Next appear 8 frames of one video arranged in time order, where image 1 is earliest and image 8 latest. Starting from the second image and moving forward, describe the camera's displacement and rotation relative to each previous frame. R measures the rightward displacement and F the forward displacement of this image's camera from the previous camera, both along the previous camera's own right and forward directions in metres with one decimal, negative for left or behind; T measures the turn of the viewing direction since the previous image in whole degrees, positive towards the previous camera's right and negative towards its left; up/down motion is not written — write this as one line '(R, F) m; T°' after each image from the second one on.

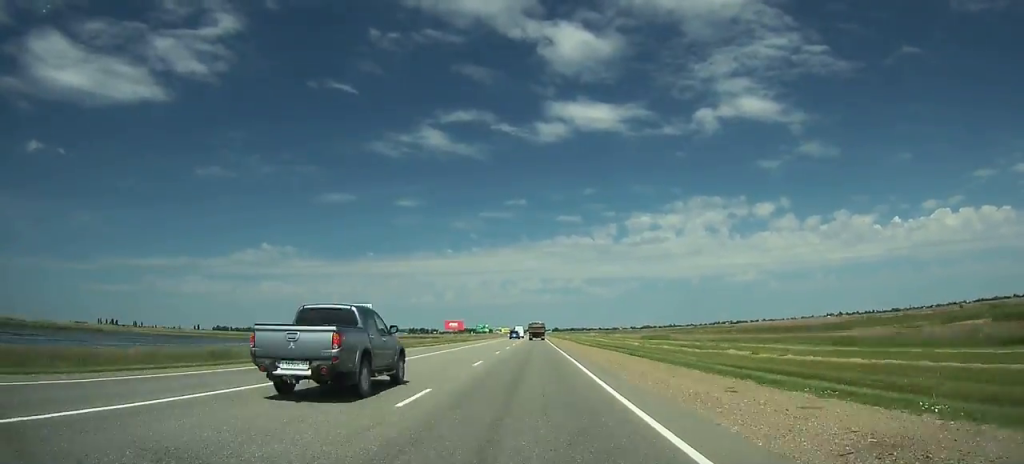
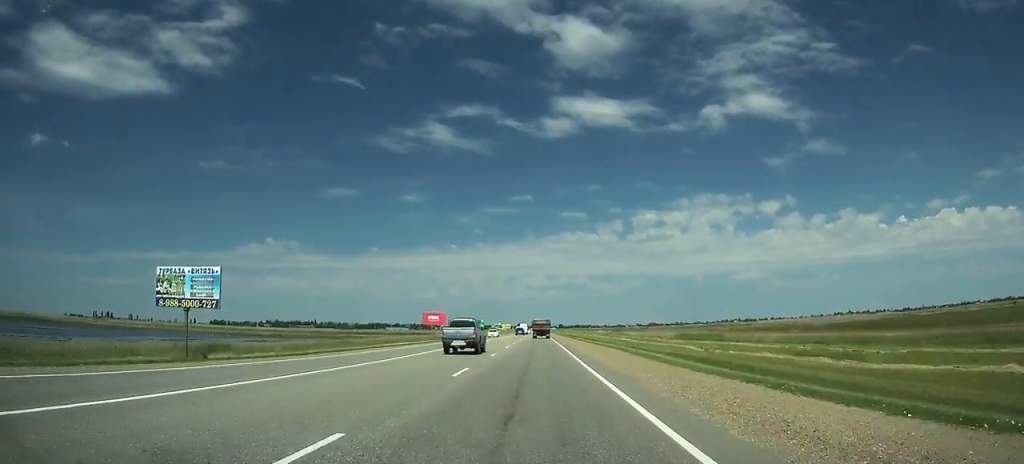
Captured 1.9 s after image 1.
(+0.1, +42.2) m; 0°
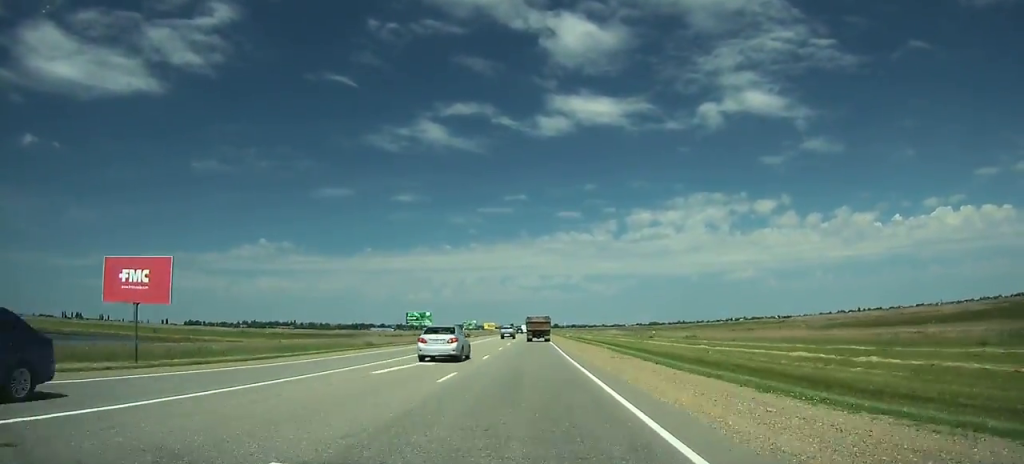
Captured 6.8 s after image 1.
(-0.1, +109.7) m; 0°
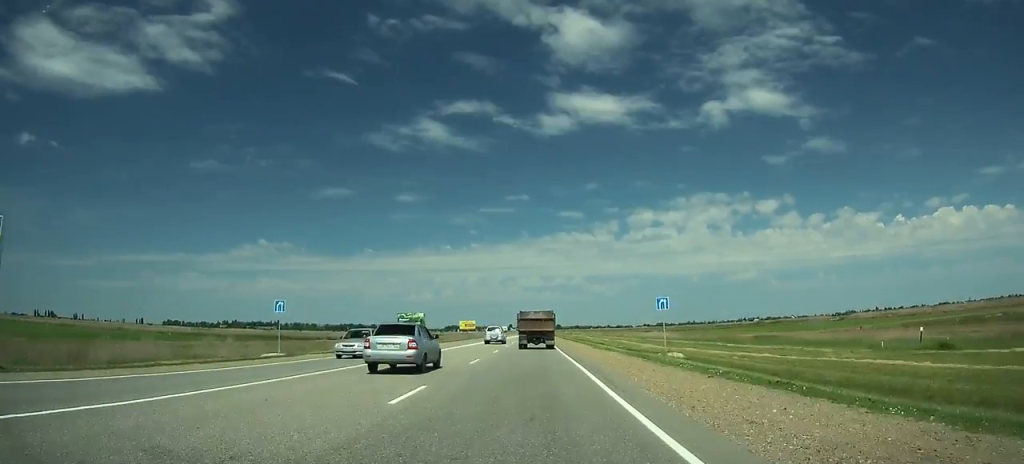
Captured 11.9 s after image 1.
(-0.3, +112.5) m; 0°
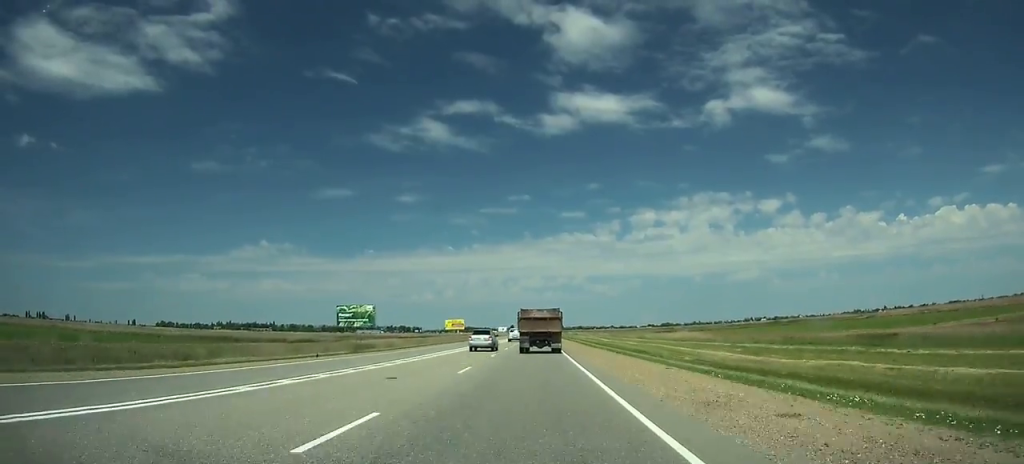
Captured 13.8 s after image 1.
(+0.1, +40.1) m; 0°
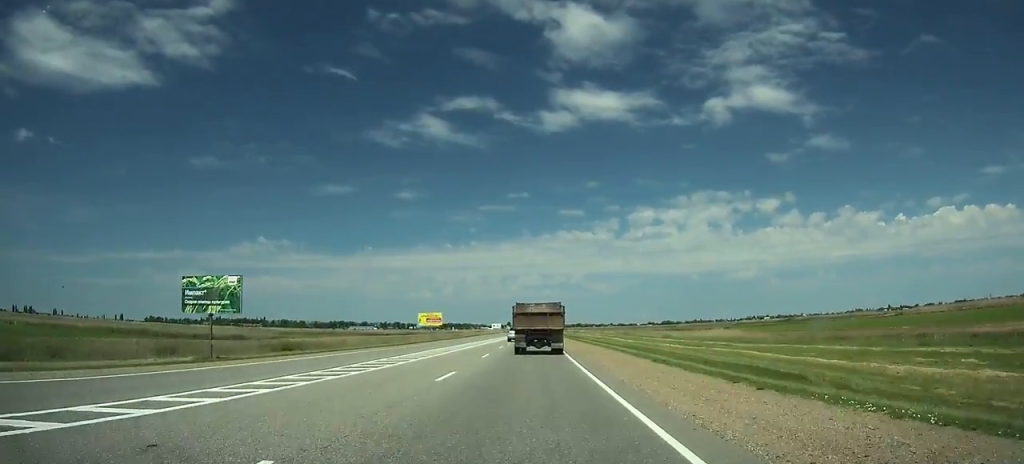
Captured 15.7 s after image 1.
(0.0, +39.1) m; 0°
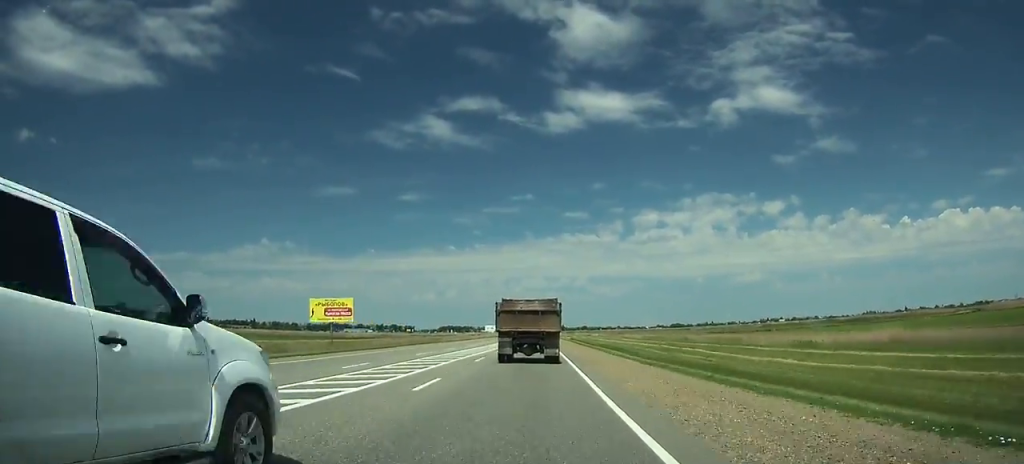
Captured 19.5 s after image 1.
(+0.1, +74.2) m; 0°
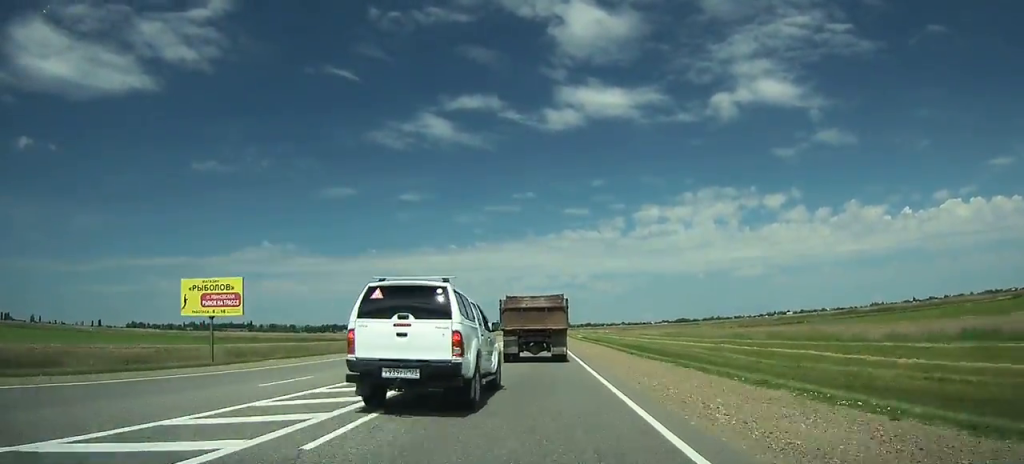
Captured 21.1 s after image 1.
(0.0, +29.8) m; 0°
